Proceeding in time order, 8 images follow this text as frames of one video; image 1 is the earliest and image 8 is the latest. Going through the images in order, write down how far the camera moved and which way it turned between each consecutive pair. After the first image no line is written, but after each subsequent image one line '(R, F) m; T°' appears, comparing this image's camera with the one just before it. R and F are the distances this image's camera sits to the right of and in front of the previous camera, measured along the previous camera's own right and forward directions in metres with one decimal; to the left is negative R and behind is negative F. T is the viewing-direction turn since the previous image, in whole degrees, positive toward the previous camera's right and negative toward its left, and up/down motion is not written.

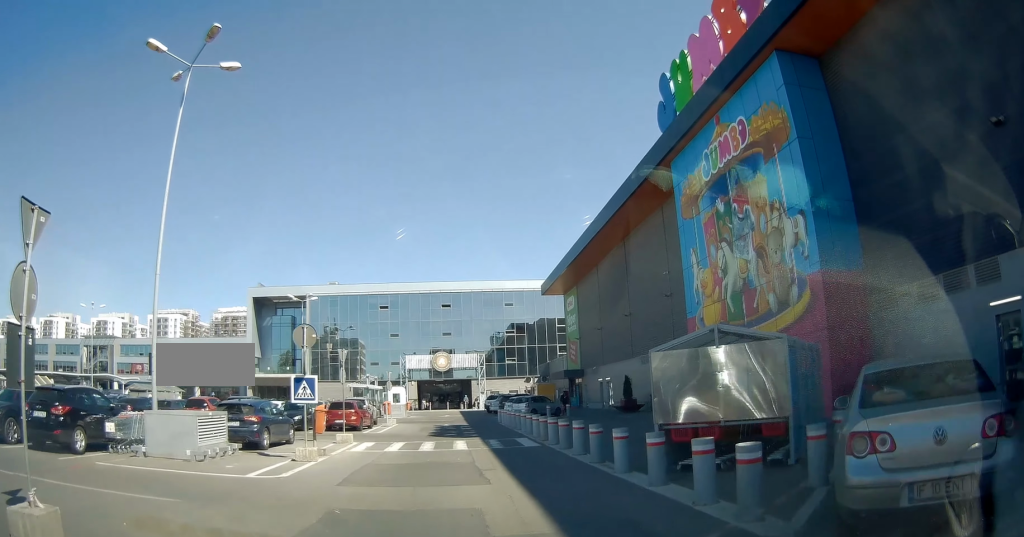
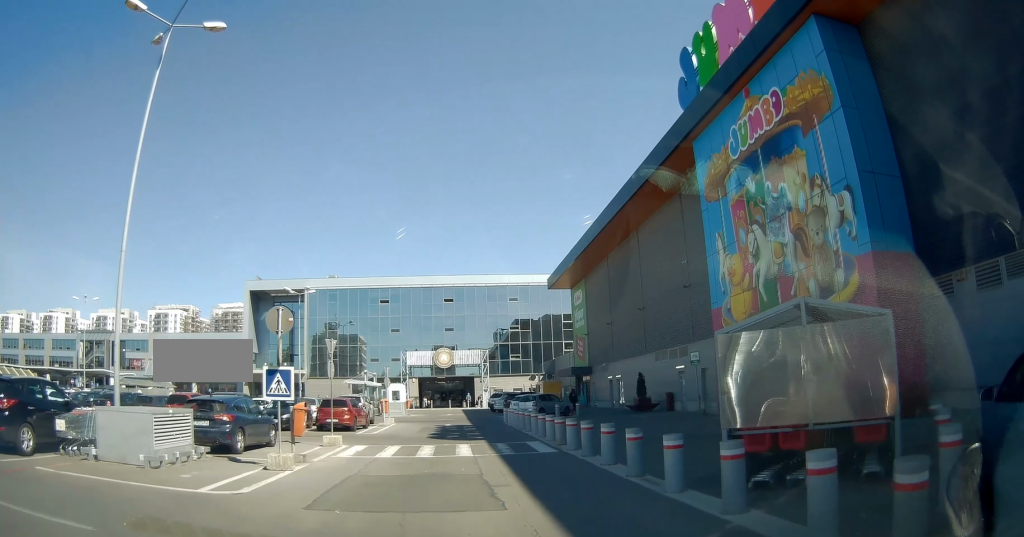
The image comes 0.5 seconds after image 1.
(+0.1, +2.2) m; +1°
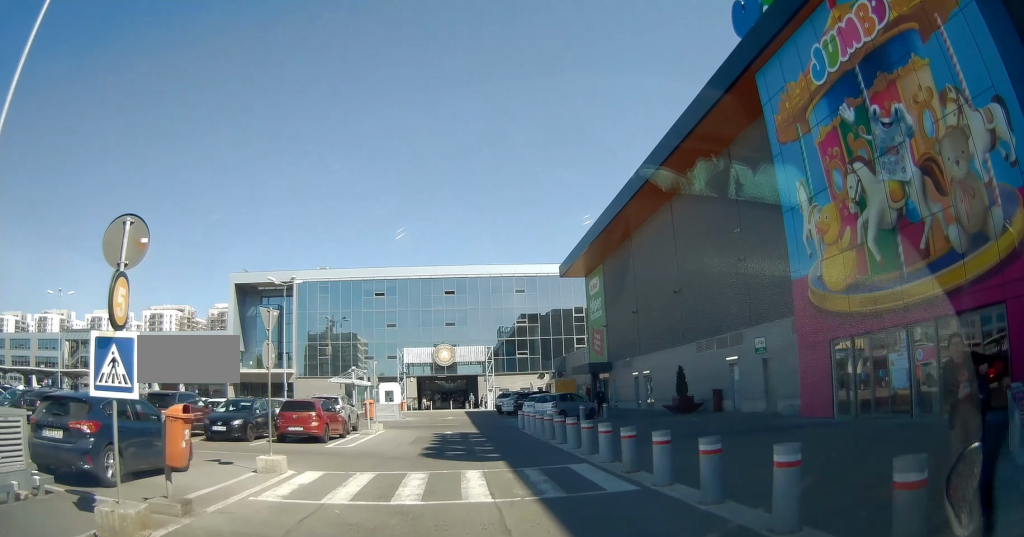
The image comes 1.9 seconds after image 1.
(+0.1, +6.0) m; -1°
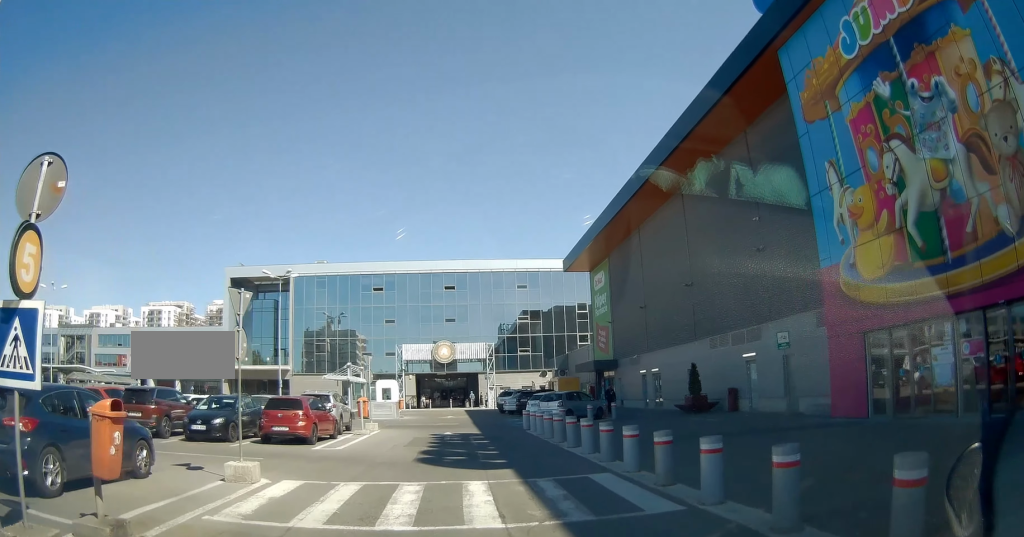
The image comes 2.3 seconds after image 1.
(0.0, +1.6) m; 0°
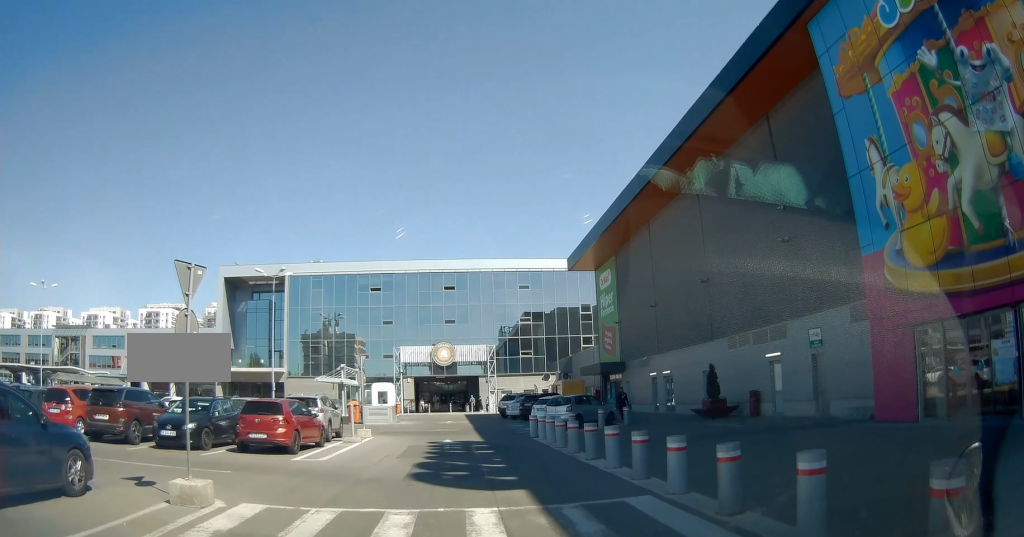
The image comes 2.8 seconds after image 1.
(-0.1, +2.0) m; 0°
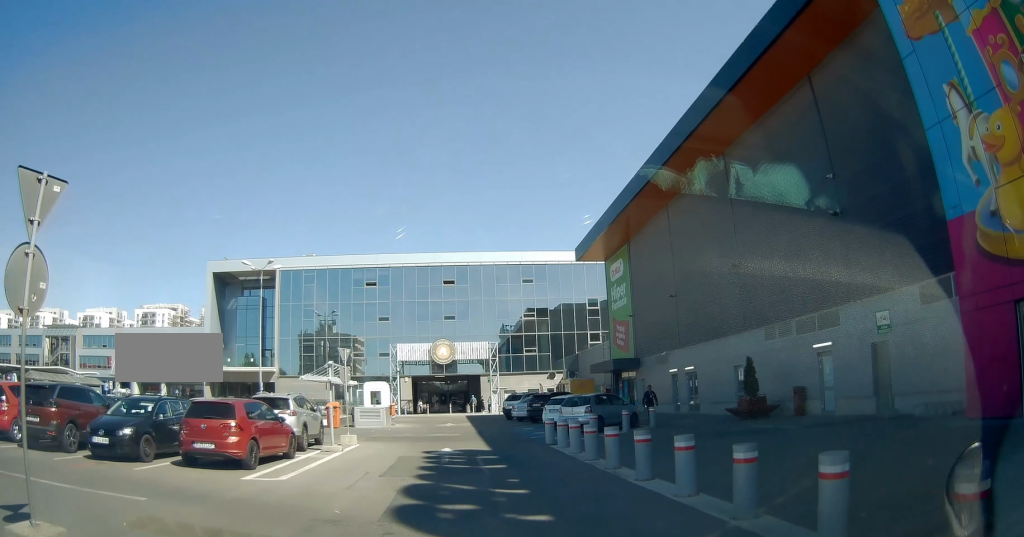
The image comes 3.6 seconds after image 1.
(+0.1, +3.2) m; -1°
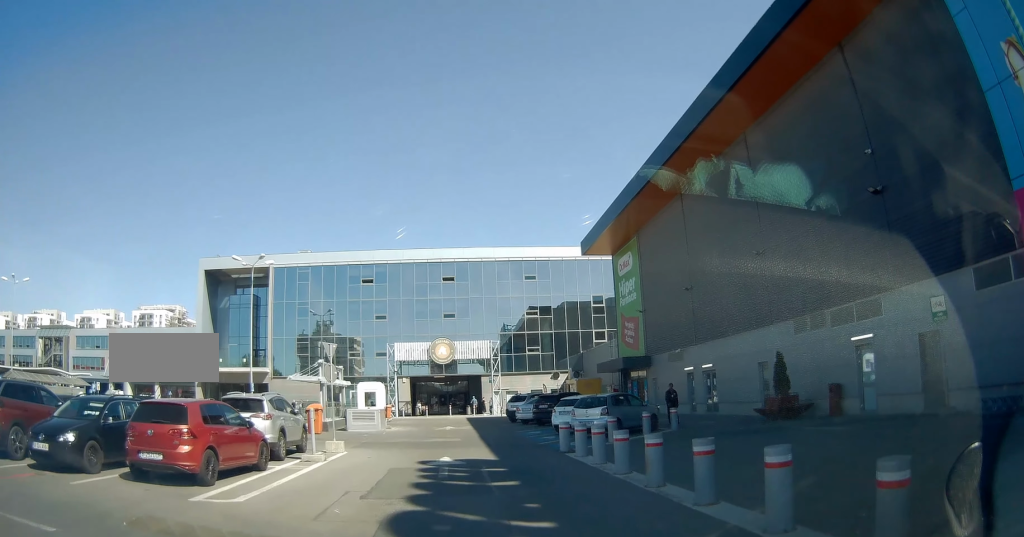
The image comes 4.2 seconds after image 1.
(+0.1, +2.1) m; -1°
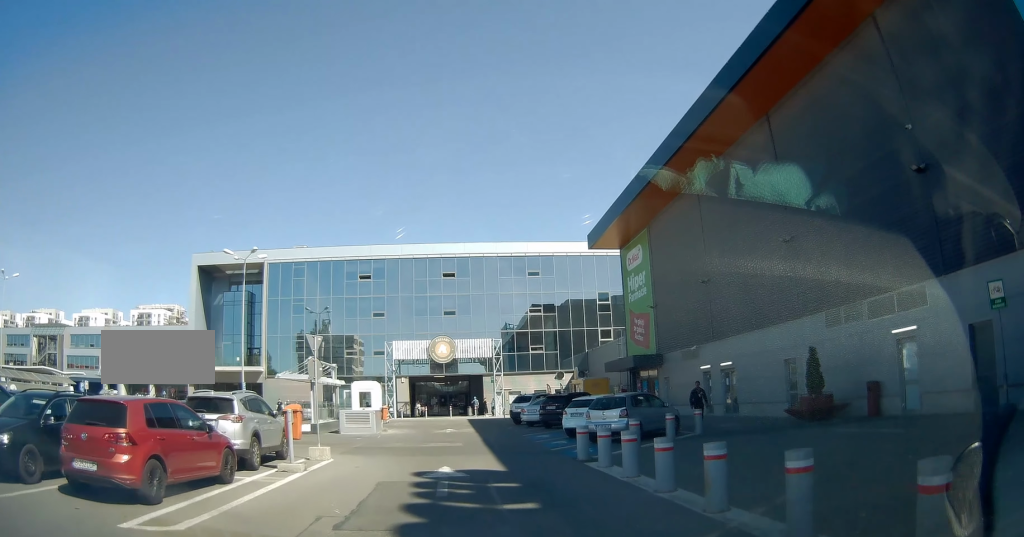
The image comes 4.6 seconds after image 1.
(-0.1, +1.9) m; -1°
